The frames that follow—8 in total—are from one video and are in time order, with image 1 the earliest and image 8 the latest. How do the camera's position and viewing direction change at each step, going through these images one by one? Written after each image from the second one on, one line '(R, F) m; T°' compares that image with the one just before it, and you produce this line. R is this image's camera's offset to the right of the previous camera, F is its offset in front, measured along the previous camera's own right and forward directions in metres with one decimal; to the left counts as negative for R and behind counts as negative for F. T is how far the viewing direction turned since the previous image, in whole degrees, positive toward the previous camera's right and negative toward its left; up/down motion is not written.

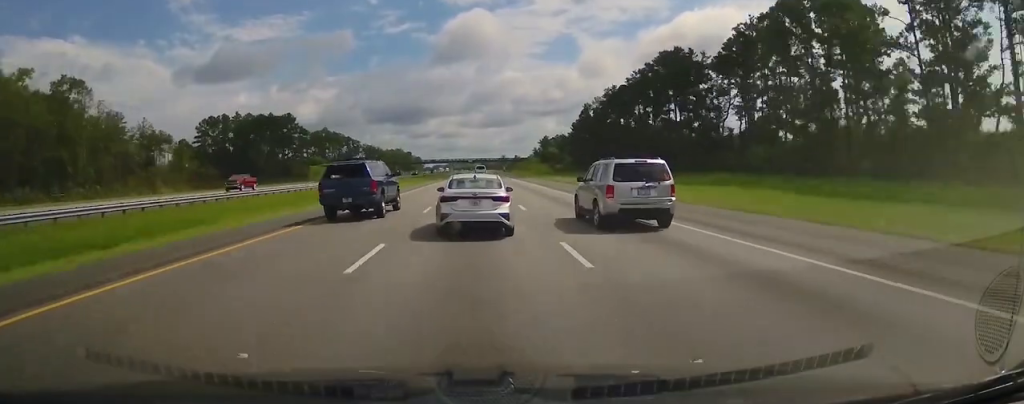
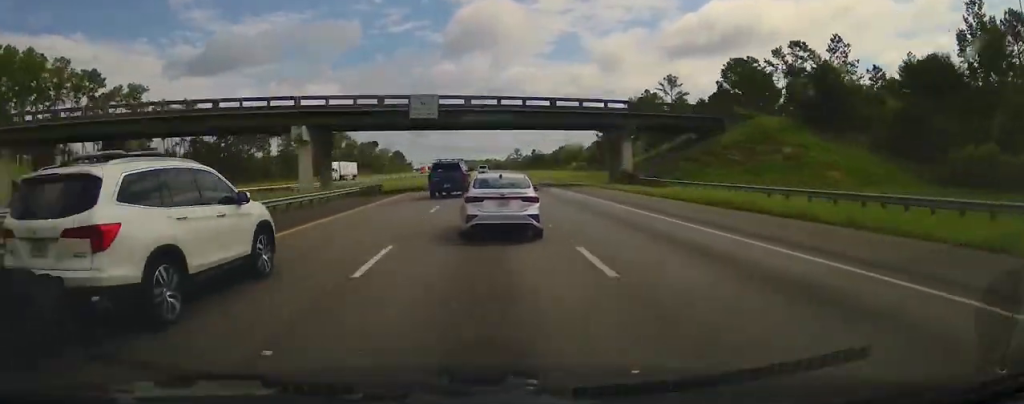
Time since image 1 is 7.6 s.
(-0.7, +249.7) m; -1°
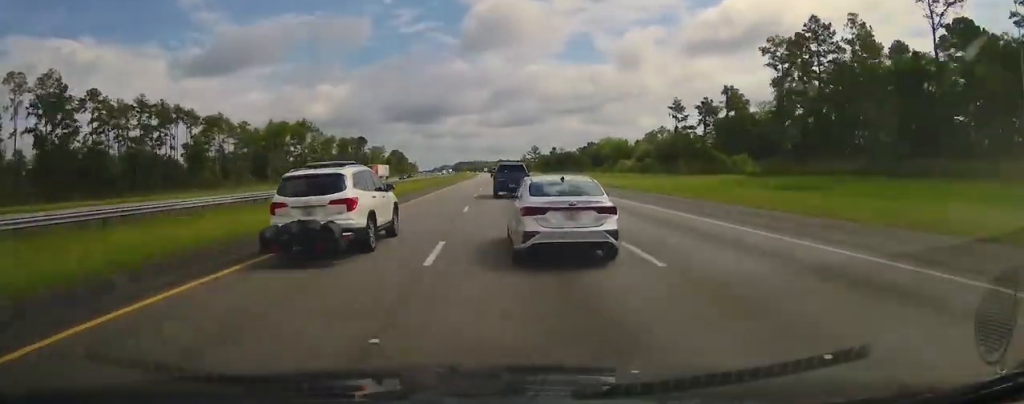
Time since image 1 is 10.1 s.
(-0.4, +85.6) m; 0°
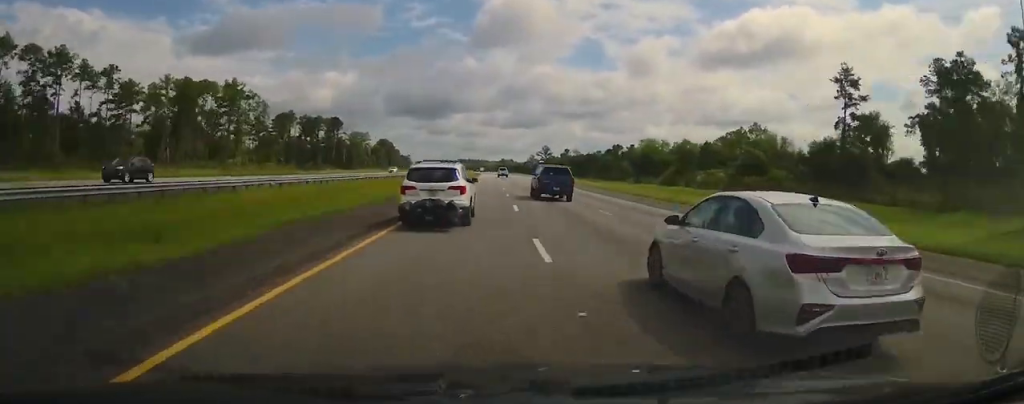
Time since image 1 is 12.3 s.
(-0.5, +72.7) m; 0°
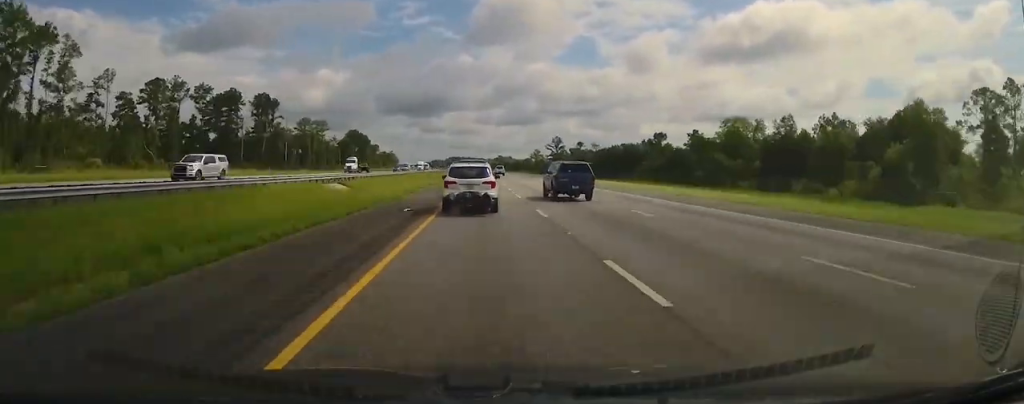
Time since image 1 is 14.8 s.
(+0.4, +87.9) m; 0°
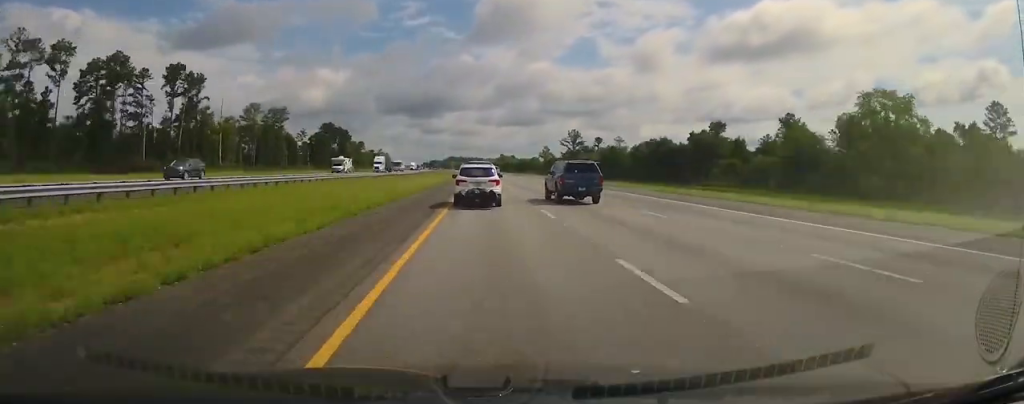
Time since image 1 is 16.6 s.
(+0.5, +60.3) m; 0°
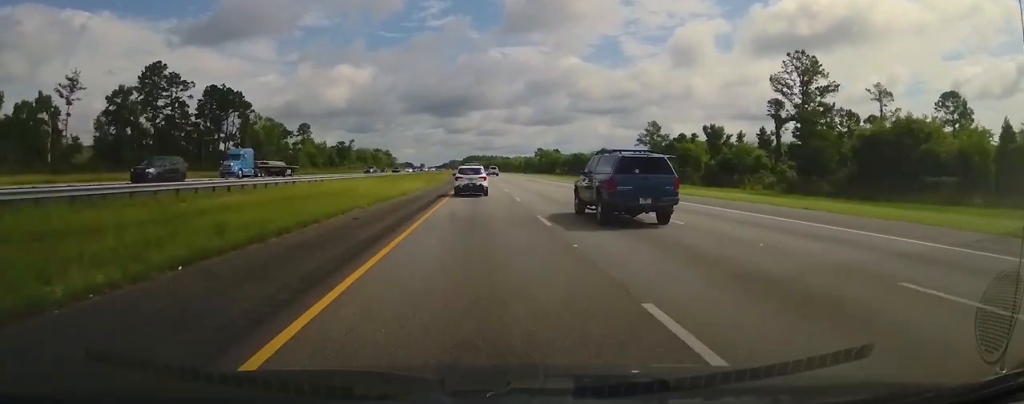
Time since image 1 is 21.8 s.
(-4.1, +182.9) m; -2°
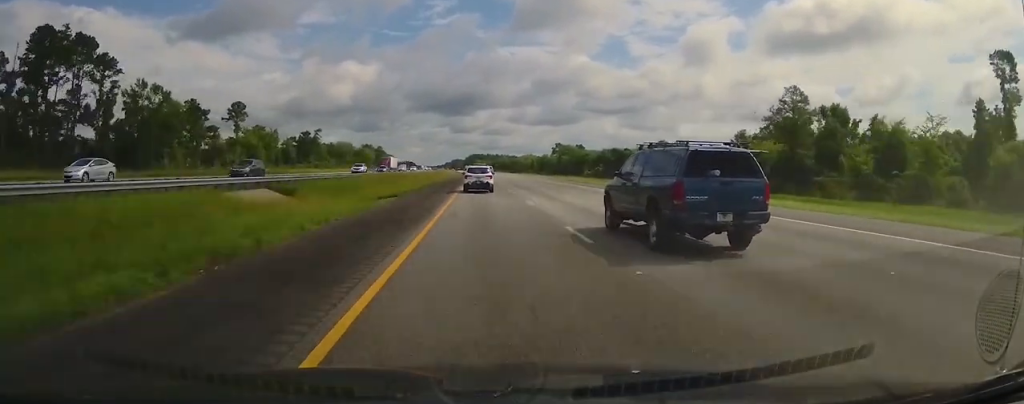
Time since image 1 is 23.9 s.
(-0.7, +75.4) m; -1°
